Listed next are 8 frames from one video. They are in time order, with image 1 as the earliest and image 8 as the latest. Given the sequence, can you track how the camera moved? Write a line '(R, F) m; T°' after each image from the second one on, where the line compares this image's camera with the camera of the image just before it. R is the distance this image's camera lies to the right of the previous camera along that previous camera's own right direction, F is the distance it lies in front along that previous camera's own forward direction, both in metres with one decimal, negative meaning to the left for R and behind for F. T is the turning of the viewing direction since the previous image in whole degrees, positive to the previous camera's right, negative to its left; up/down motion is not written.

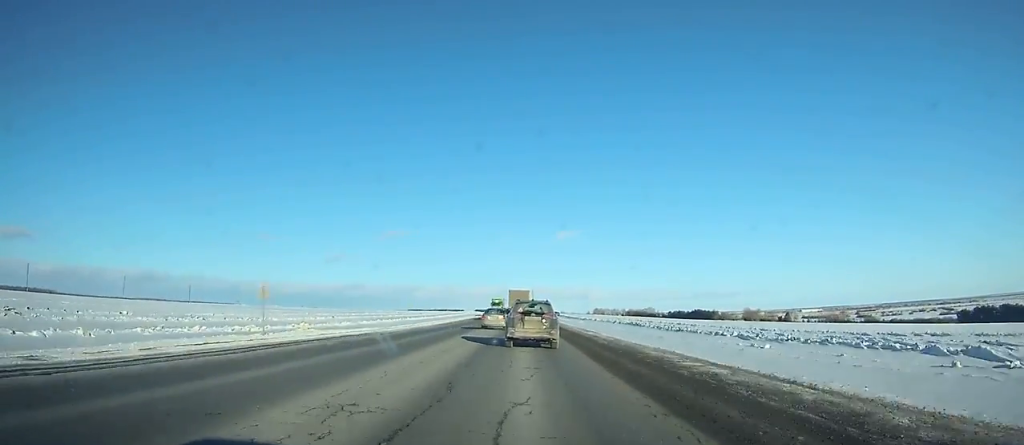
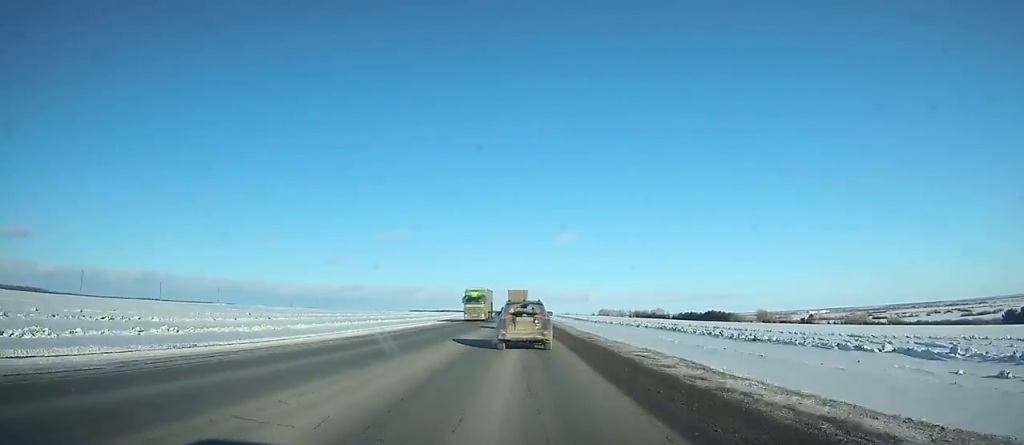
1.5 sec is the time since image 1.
(+0.3, +29.2) m; 0°
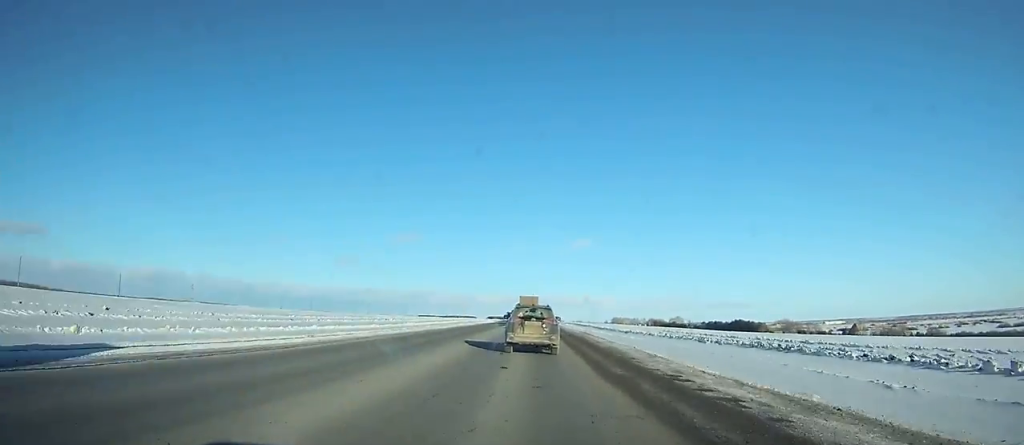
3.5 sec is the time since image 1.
(0.0, +39.4) m; 0°
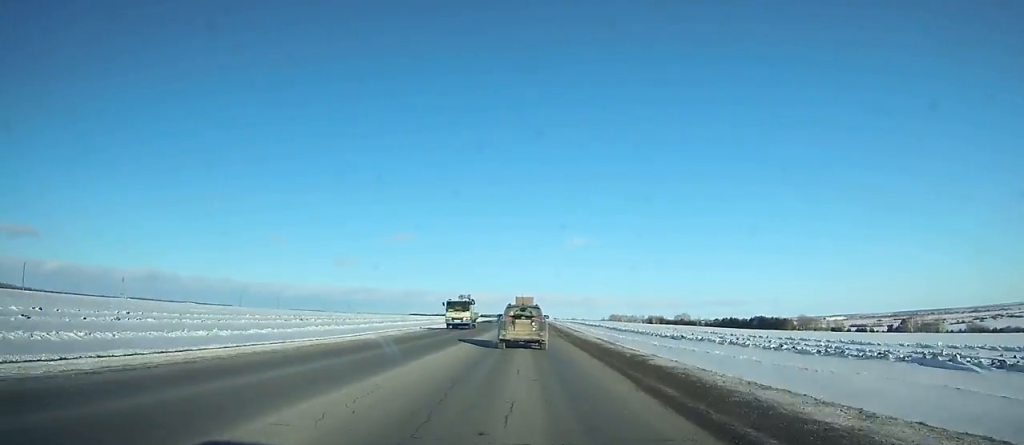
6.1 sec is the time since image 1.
(-0.2, +52.0) m; 0°
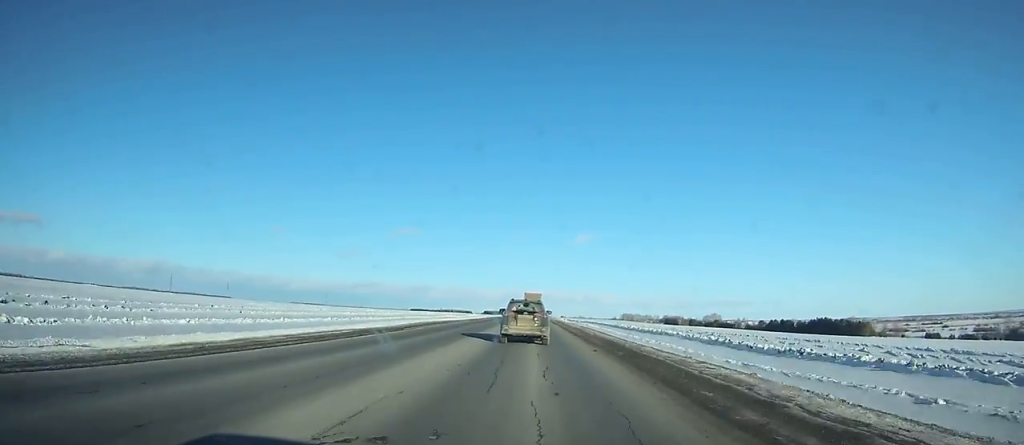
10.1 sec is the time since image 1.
(+0.1, +82.1) m; 0°
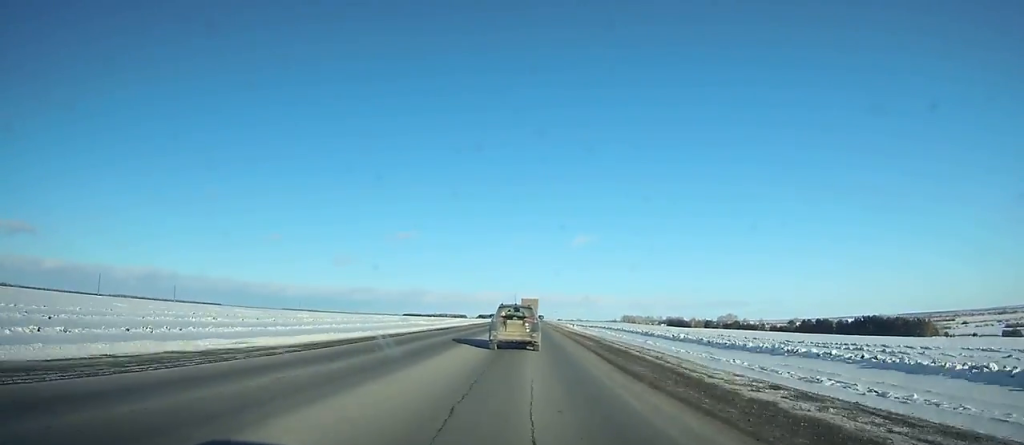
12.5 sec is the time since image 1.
(-0.1, +50.1) m; 0°
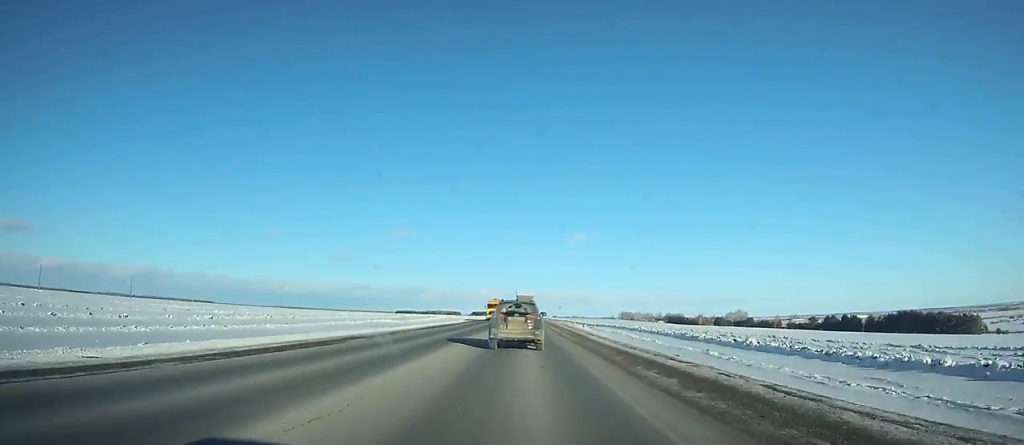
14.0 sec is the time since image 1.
(0.0, +31.5) m; 0°
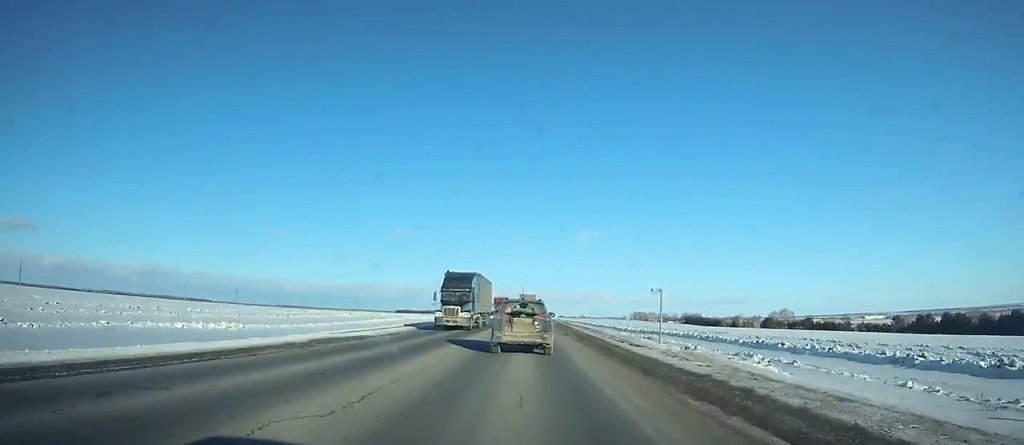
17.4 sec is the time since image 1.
(+0.1, +71.4) m; 0°
